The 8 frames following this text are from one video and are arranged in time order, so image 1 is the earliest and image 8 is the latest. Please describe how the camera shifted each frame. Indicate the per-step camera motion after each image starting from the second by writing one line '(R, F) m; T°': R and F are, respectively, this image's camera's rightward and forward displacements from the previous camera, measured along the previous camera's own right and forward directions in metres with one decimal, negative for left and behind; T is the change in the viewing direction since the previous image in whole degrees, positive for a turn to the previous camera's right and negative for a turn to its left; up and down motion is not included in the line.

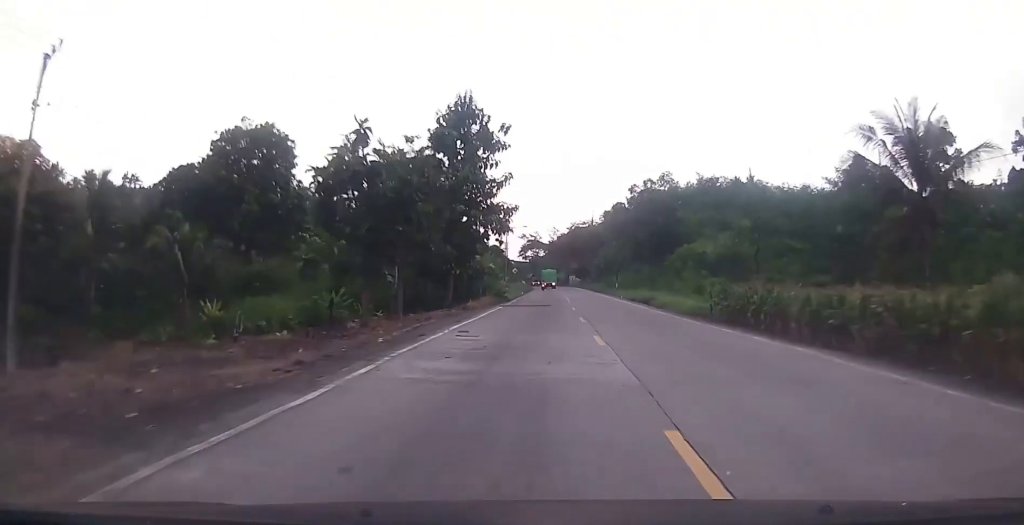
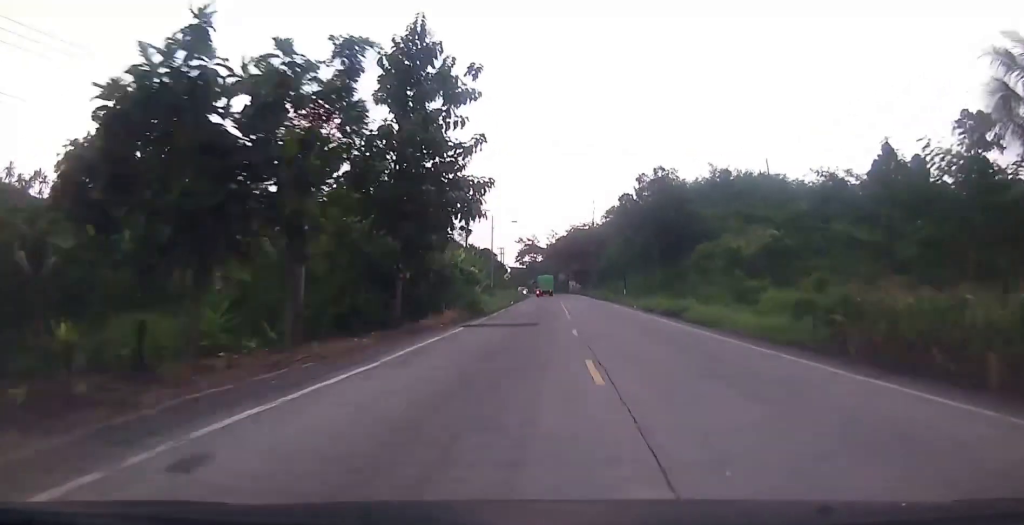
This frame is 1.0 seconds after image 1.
(+0.5, +13.5) m; +2°
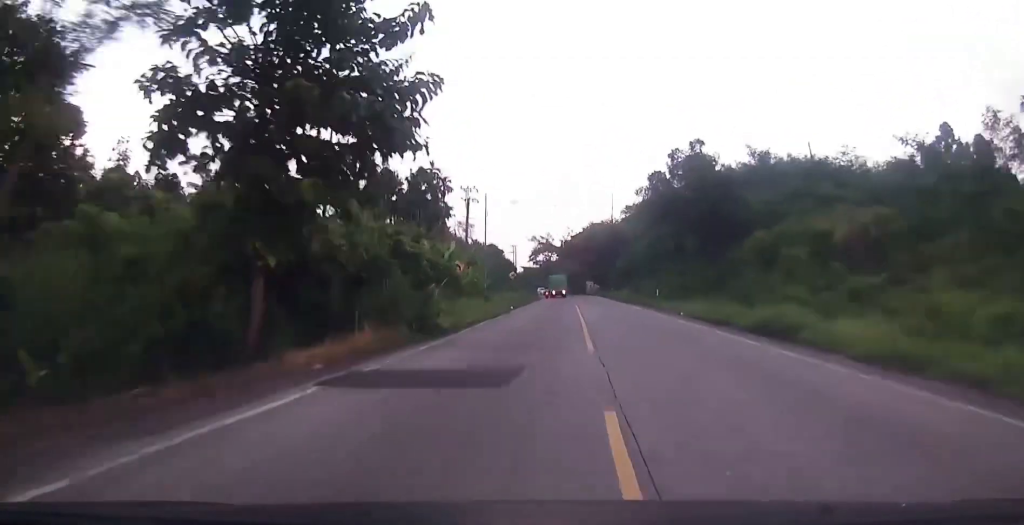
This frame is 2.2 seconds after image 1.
(-0.1, +15.6) m; -1°
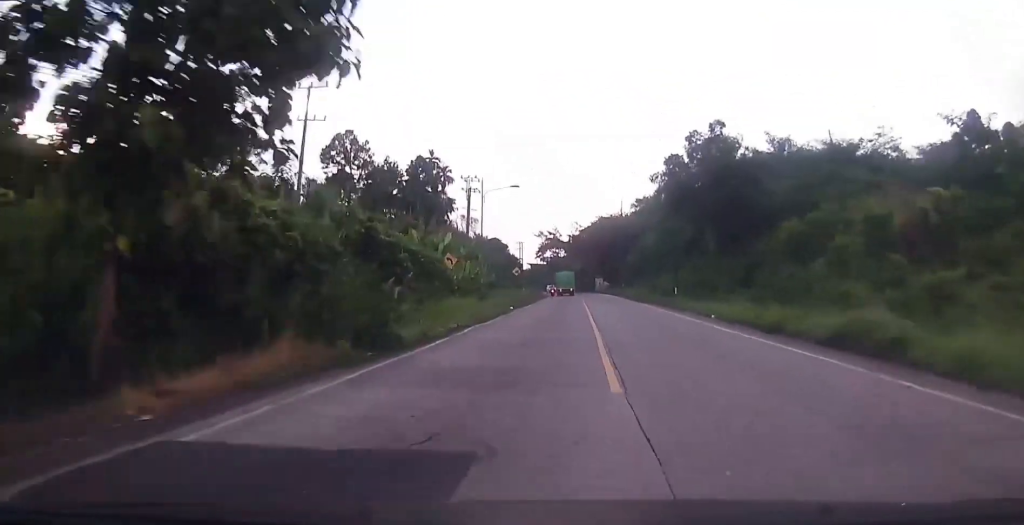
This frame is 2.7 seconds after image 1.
(0.0, +6.0) m; 0°
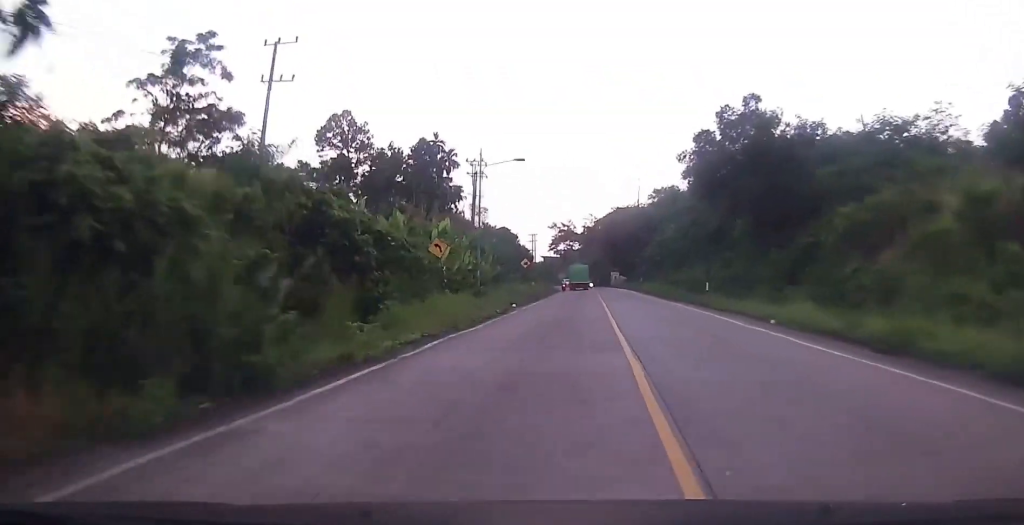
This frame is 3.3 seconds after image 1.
(0.0, +7.3) m; 0°
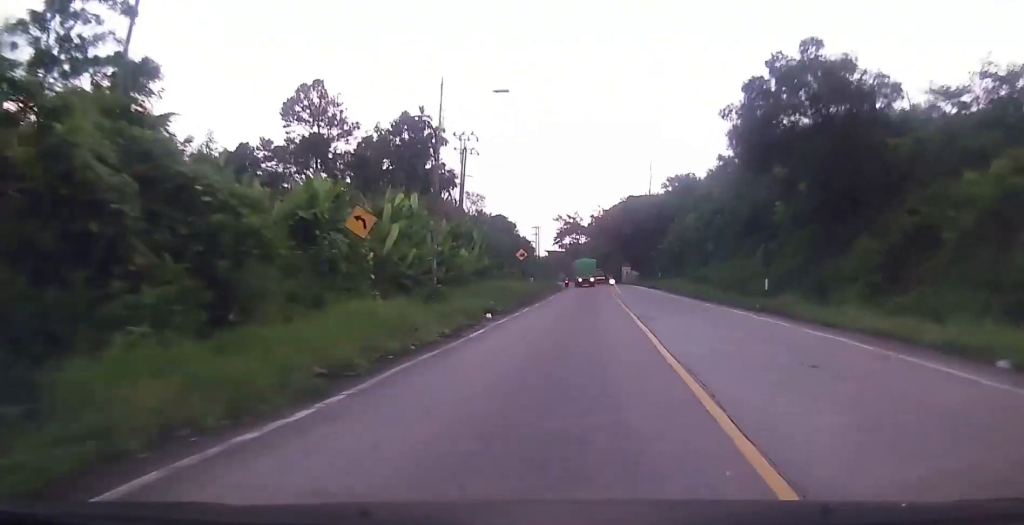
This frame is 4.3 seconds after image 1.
(0.0, +12.8) m; 0°
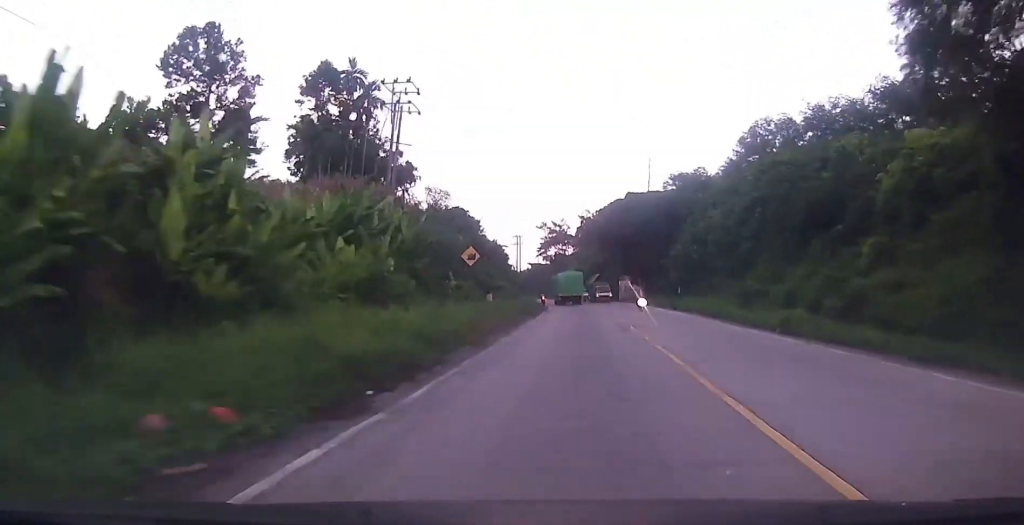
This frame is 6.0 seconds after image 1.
(0.0, +22.4) m; -2°
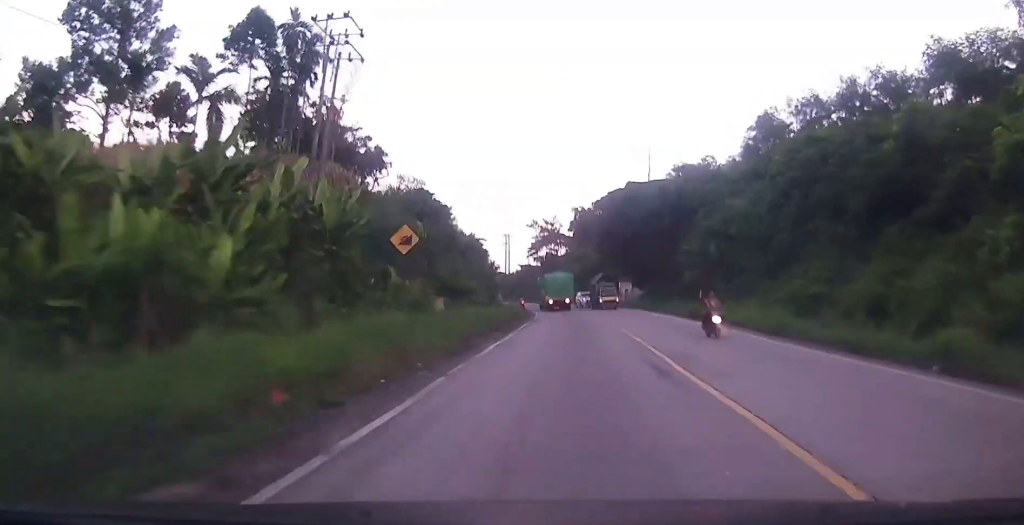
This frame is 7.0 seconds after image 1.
(-0.3, +12.1) m; -1°
